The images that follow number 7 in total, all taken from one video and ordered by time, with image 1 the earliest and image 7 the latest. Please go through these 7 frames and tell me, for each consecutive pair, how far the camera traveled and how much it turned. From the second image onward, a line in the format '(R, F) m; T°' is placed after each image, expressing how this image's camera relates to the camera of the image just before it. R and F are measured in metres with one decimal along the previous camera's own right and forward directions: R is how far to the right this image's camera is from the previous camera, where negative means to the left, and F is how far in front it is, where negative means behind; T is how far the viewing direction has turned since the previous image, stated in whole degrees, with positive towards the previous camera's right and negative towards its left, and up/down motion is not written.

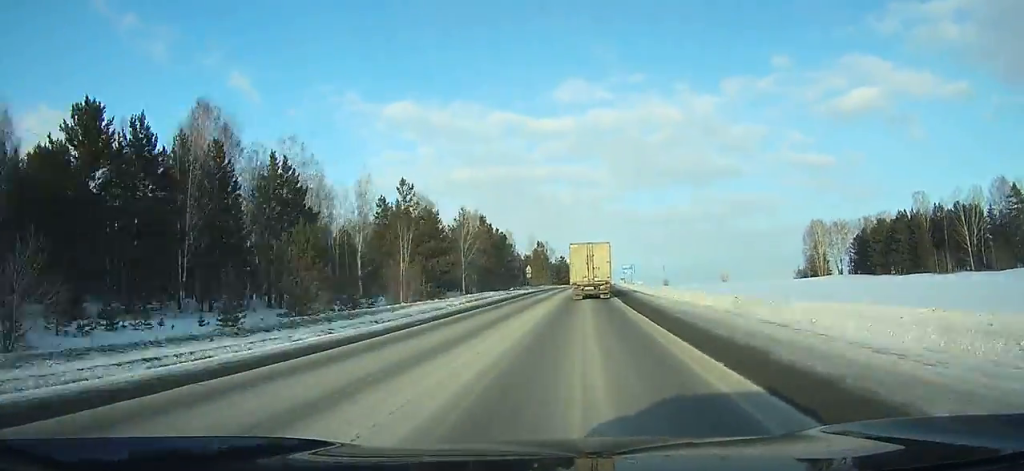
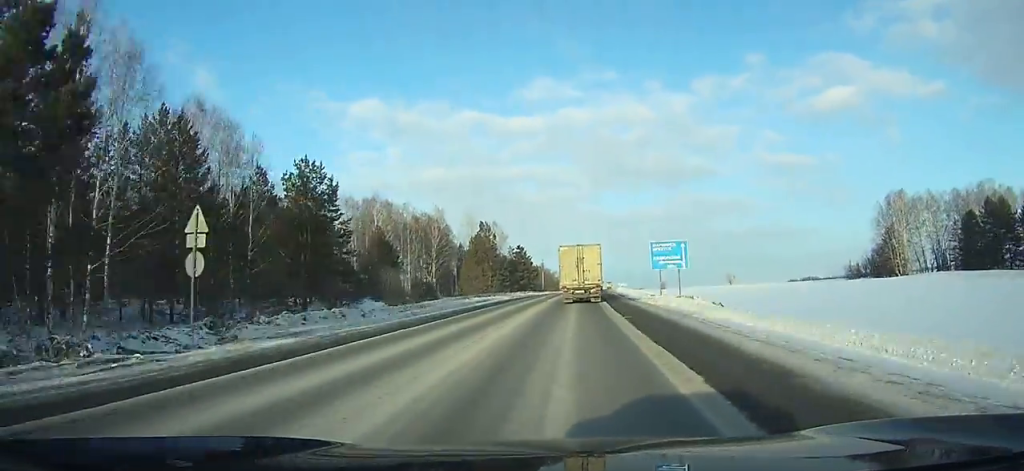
(+0.9, +76.4) m; +1°
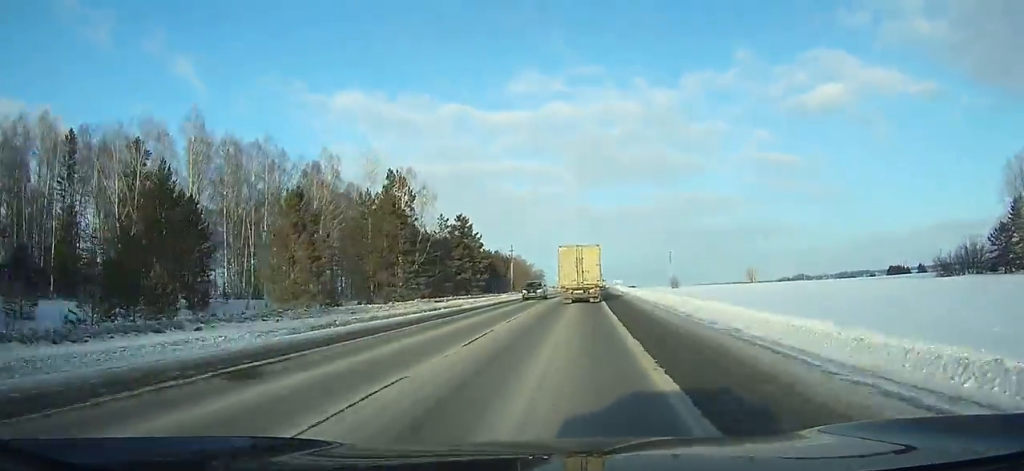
(+0.5, +59.8) m; +1°
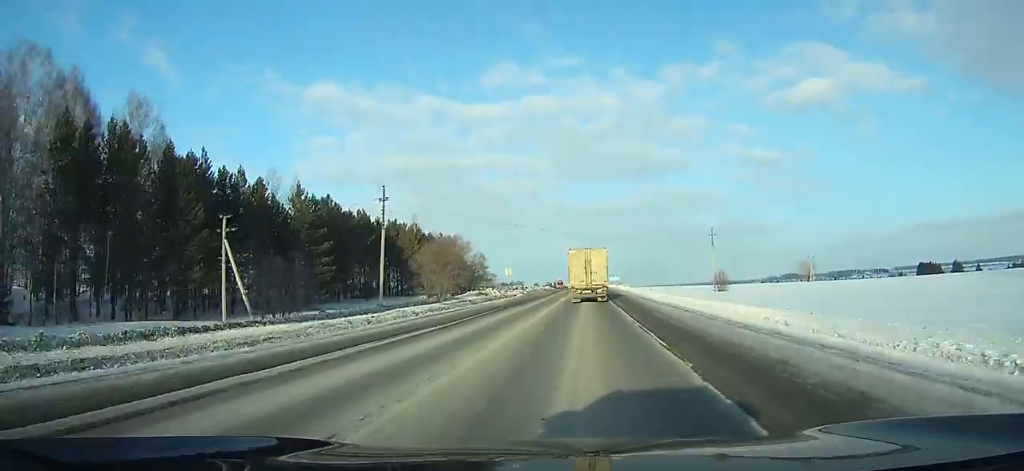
(+1.0, +81.7) m; +2°
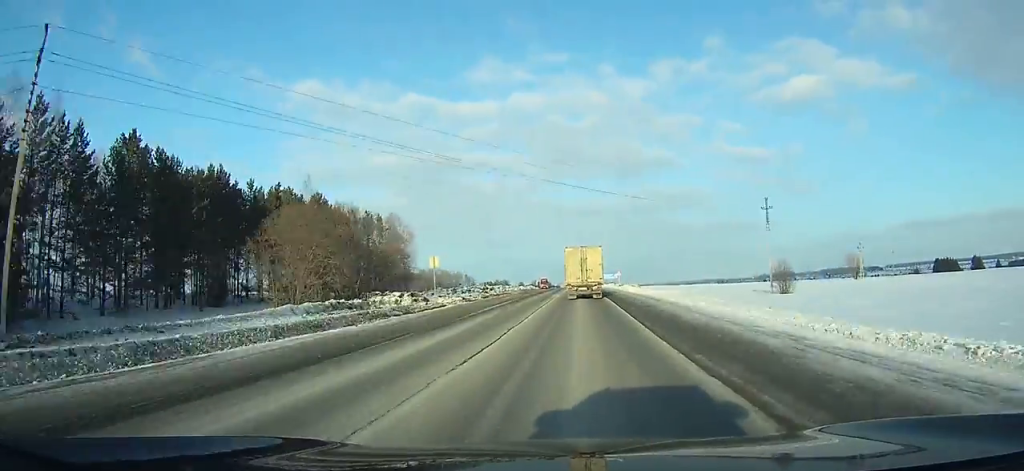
(+0.4, +40.0) m; +1°
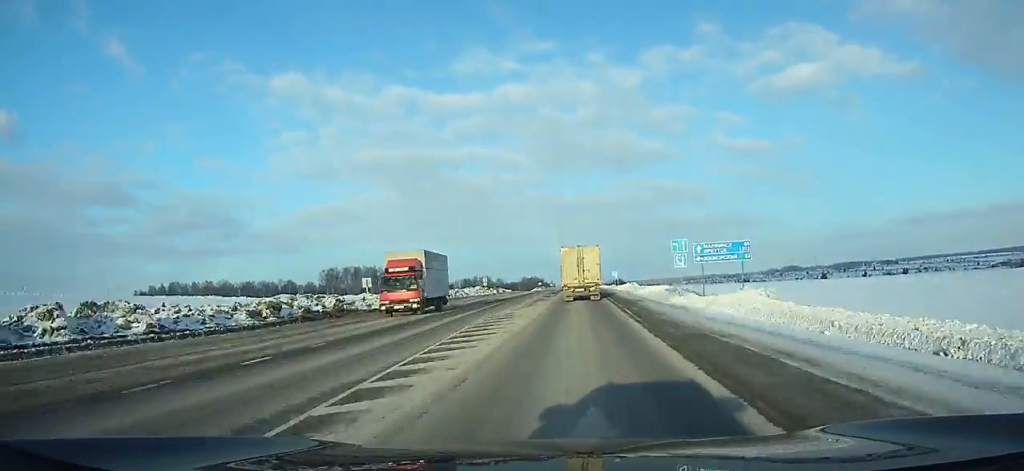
(+1.5, +126.0) m; +1°
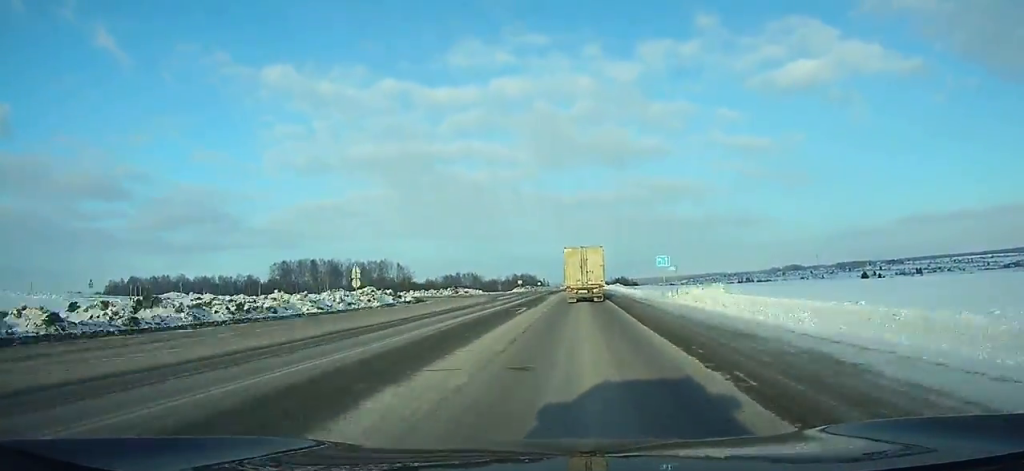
(+0.3, +62.5) m; +1°
